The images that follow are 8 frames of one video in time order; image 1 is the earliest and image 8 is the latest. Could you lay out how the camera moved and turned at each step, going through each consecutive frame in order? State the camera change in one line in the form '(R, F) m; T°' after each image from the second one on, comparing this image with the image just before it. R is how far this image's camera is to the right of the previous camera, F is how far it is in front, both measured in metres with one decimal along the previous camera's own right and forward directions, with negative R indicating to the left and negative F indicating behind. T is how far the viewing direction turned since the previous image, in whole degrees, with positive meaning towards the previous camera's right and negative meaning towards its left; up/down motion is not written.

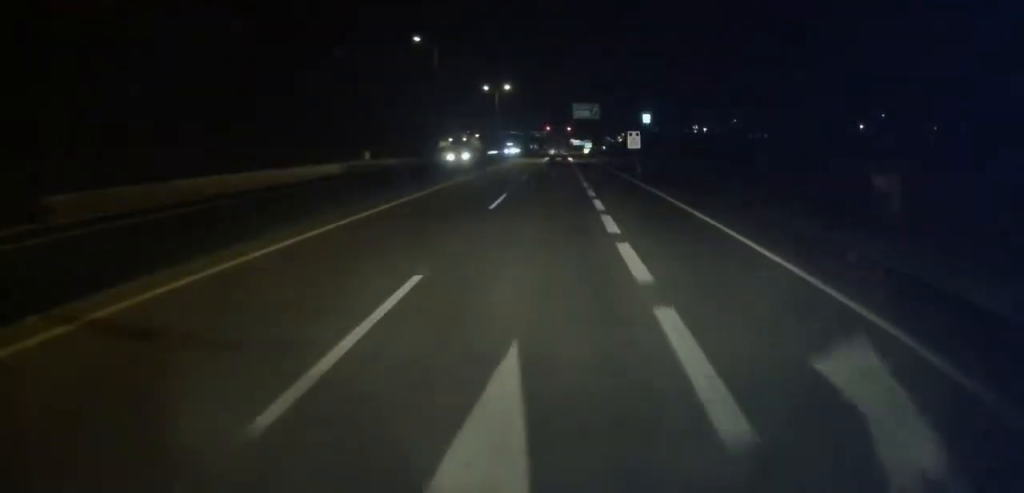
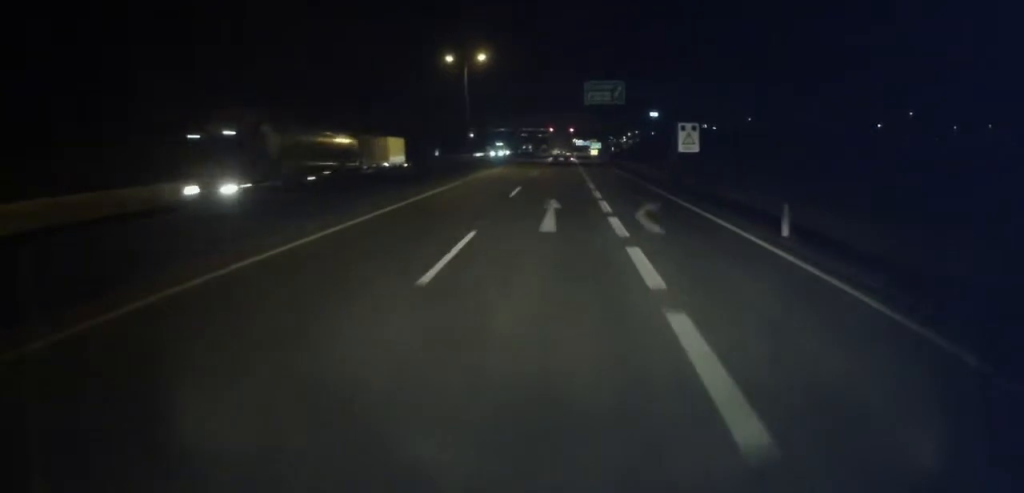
(-0.4, +32.4) m; 0°
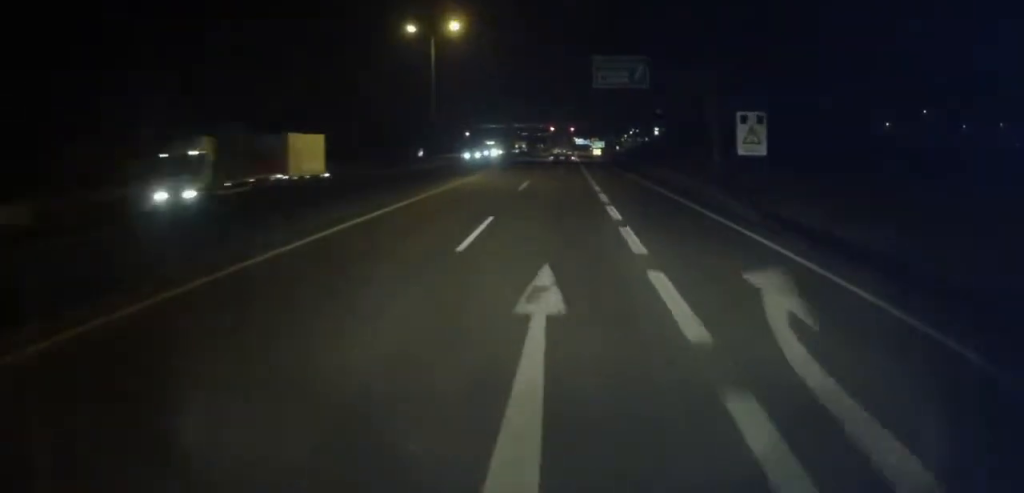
(+0.2, +14.0) m; +1°
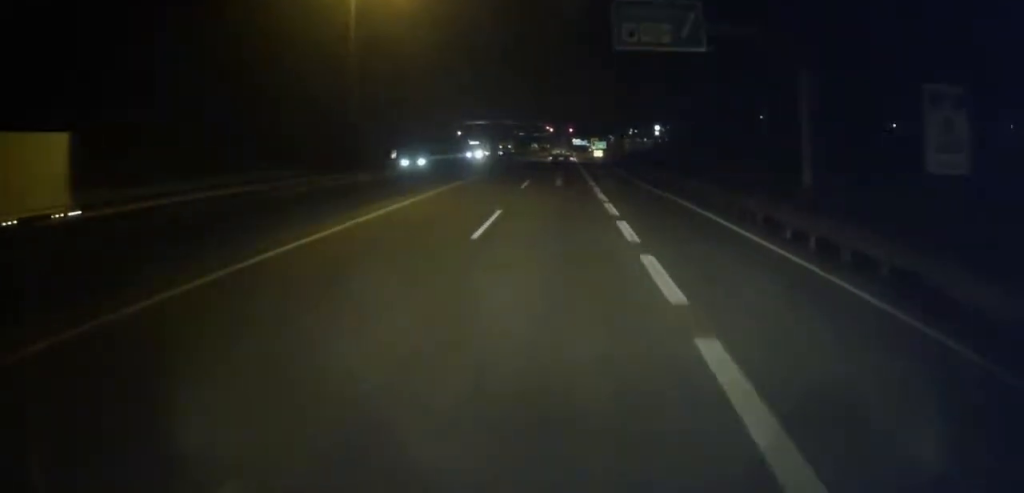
(+0.1, +15.5) m; 0°
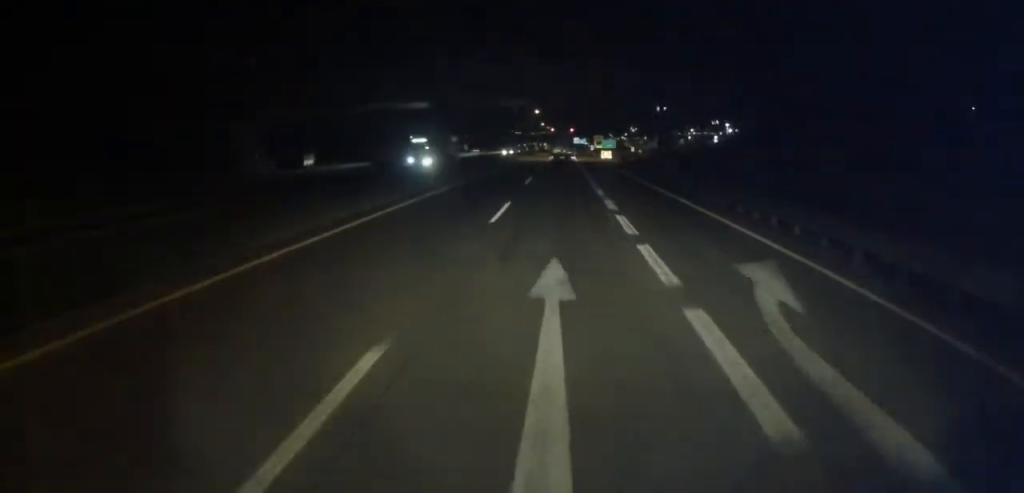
(-0.1, +33.2) m; -1°
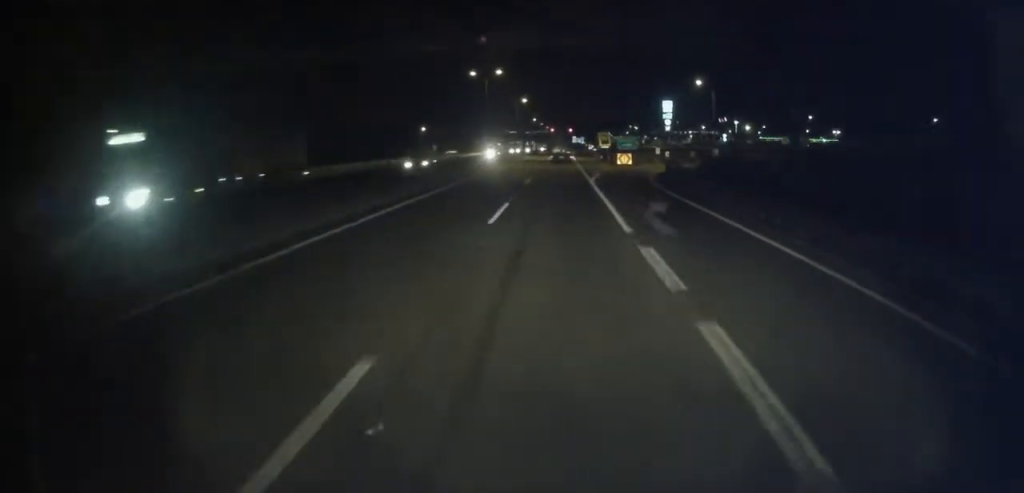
(0.0, +36.8) m; 0°
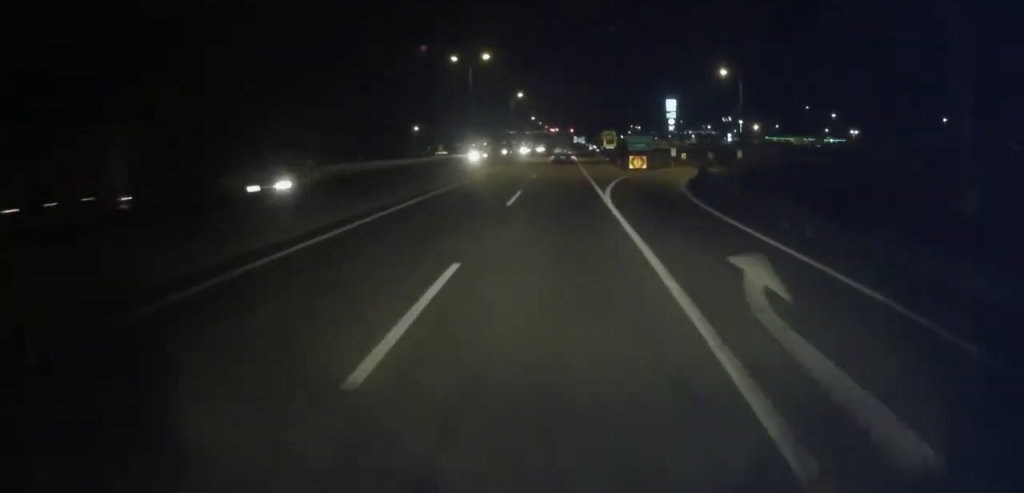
(+0.1, +12.2) m; 0°
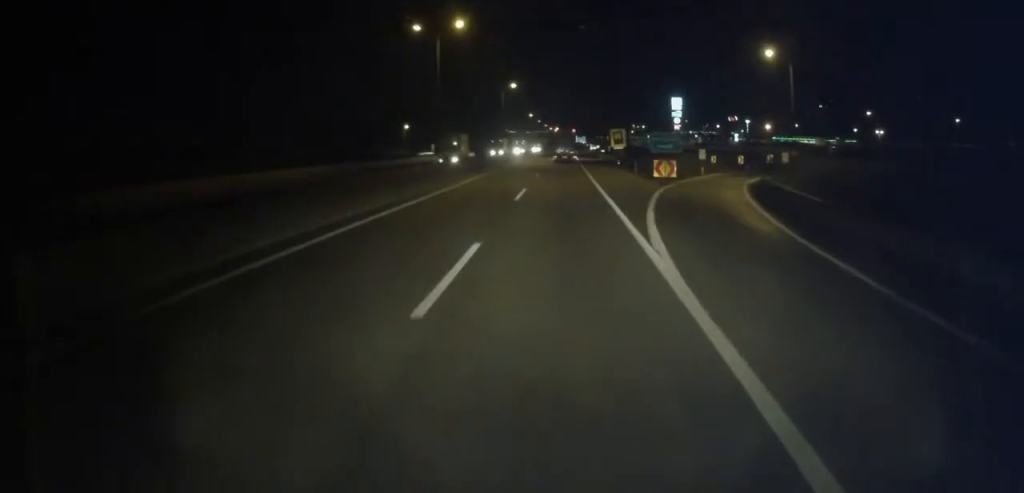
(+0.1, +16.9) m; +1°
